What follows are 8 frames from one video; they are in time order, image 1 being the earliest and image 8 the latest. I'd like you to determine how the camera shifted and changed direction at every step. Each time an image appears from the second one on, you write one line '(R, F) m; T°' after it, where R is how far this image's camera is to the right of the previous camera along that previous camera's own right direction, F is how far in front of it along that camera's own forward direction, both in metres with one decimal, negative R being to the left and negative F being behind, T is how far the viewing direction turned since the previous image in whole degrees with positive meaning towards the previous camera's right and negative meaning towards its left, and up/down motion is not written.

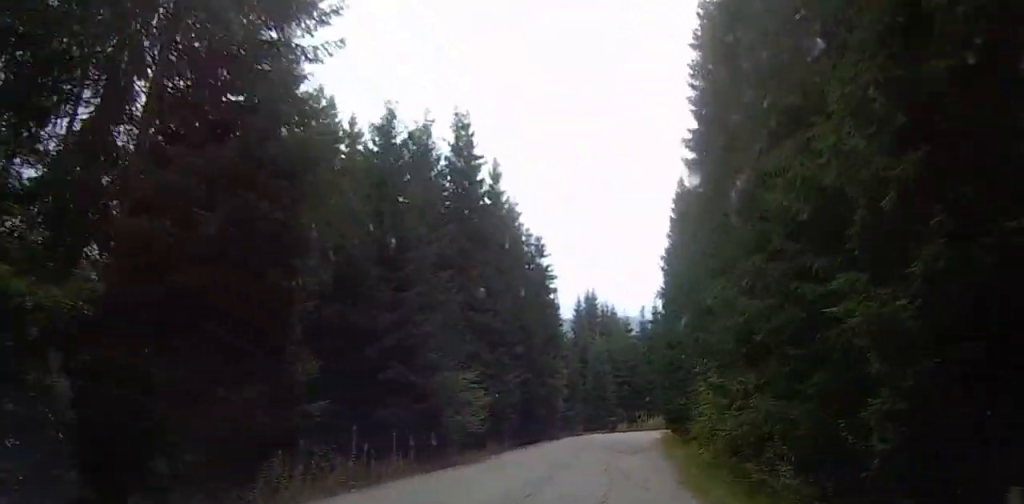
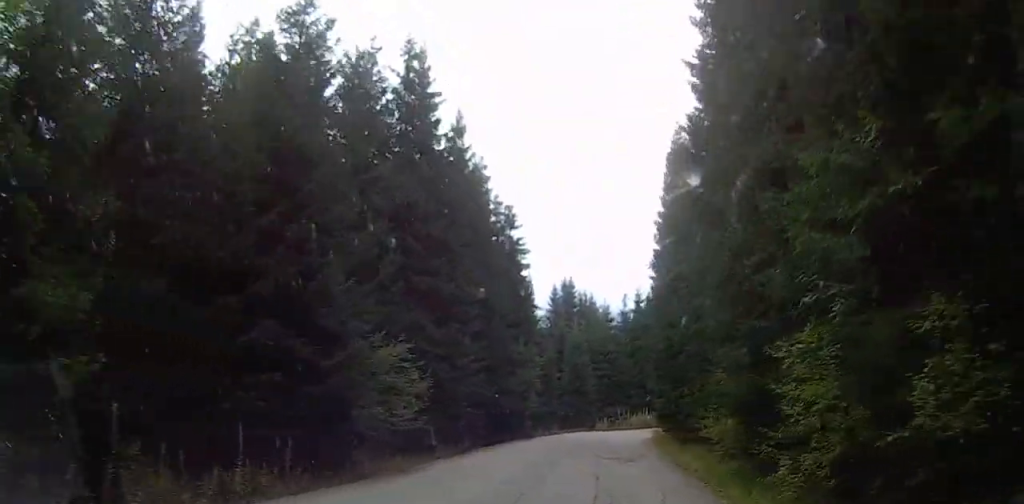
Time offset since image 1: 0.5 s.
(+1.3, +7.8) m; +3°
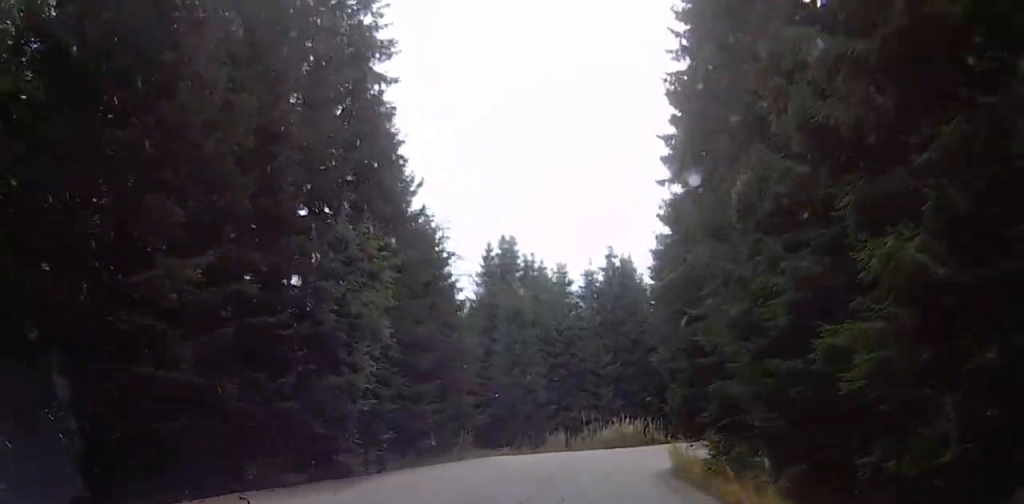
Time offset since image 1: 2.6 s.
(+0.1, +29.6) m; -2°
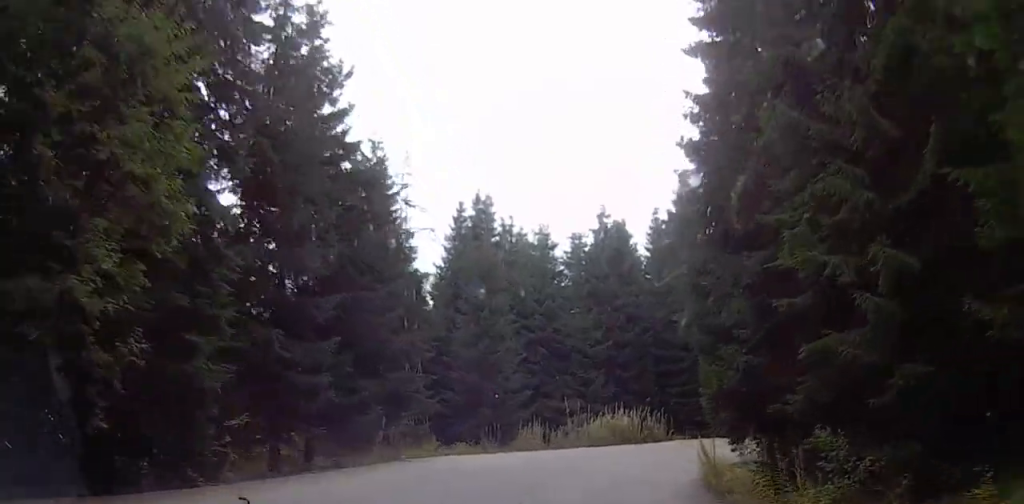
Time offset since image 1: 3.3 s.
(0.0, +9.6) m; +2°
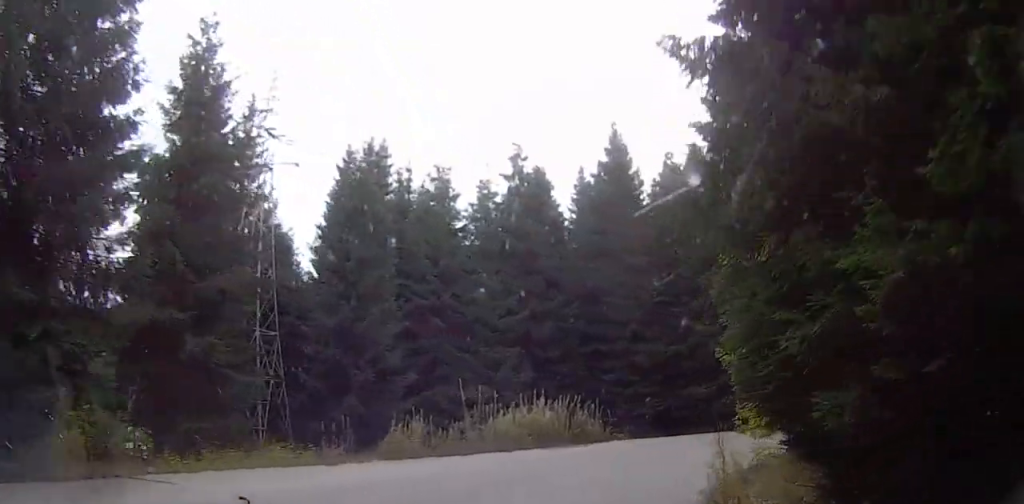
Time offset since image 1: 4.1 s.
(0.0, +10.6) m; +8°
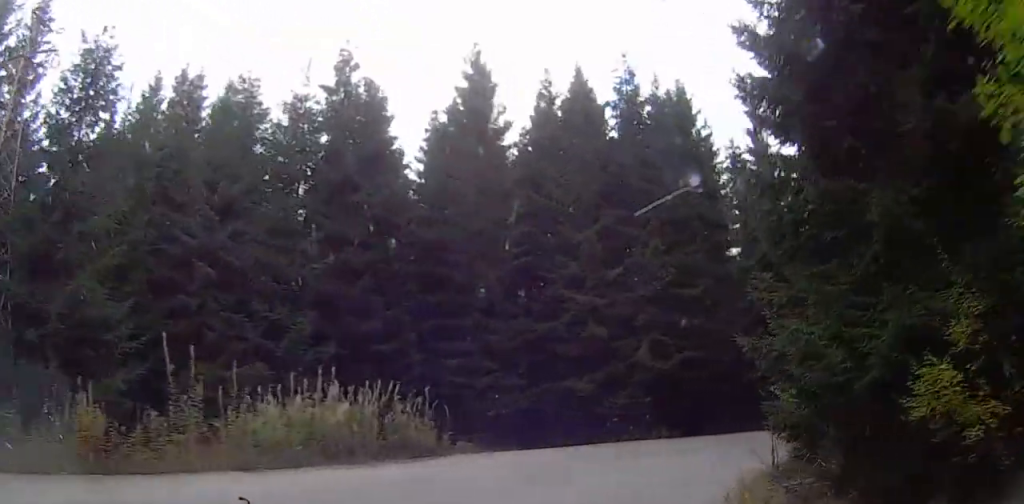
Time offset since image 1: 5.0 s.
(+1.5, +10.8) m; +10°
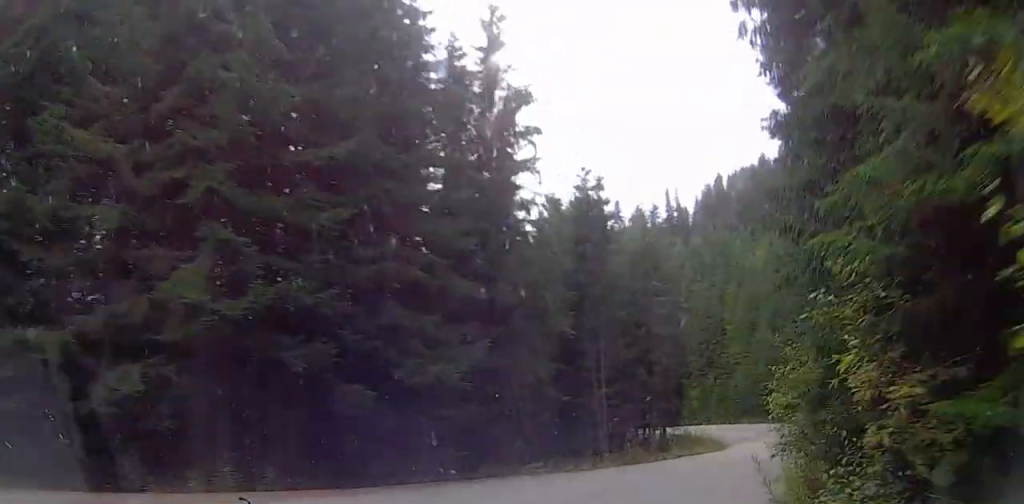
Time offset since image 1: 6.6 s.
(+3.3, +17.2) m; +29°
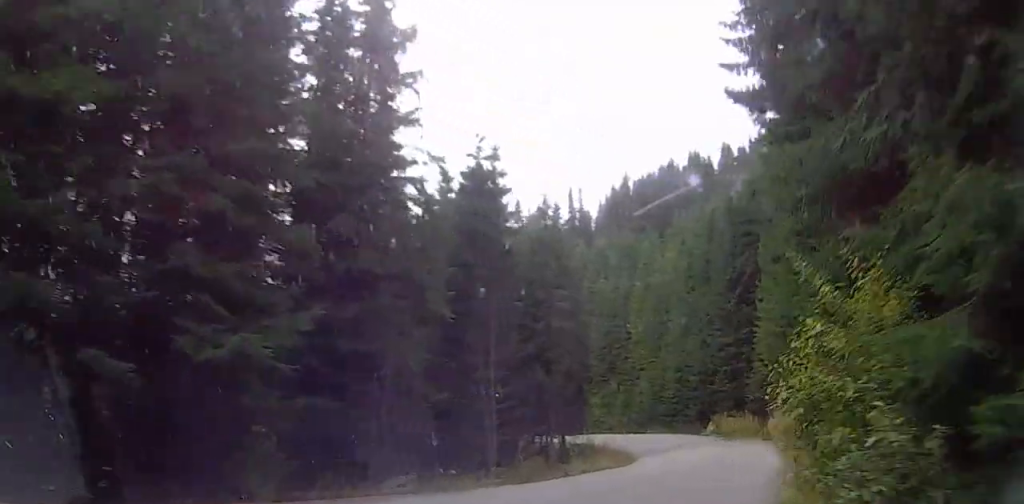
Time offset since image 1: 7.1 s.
(+0.1, +5.2) m; +11°
